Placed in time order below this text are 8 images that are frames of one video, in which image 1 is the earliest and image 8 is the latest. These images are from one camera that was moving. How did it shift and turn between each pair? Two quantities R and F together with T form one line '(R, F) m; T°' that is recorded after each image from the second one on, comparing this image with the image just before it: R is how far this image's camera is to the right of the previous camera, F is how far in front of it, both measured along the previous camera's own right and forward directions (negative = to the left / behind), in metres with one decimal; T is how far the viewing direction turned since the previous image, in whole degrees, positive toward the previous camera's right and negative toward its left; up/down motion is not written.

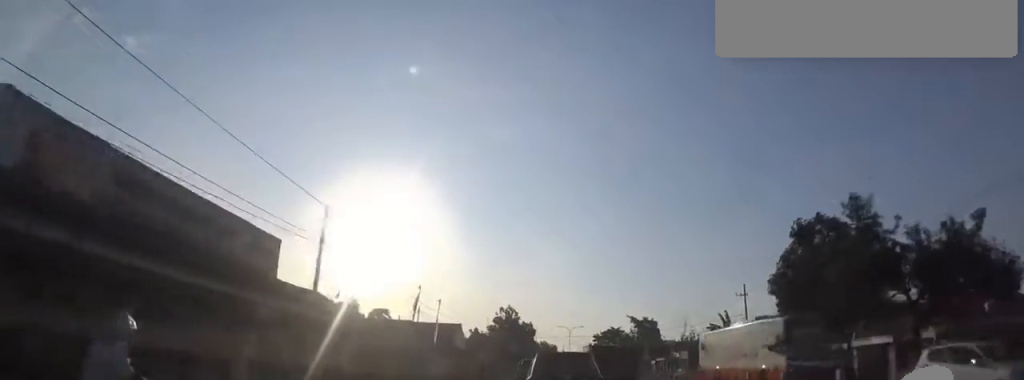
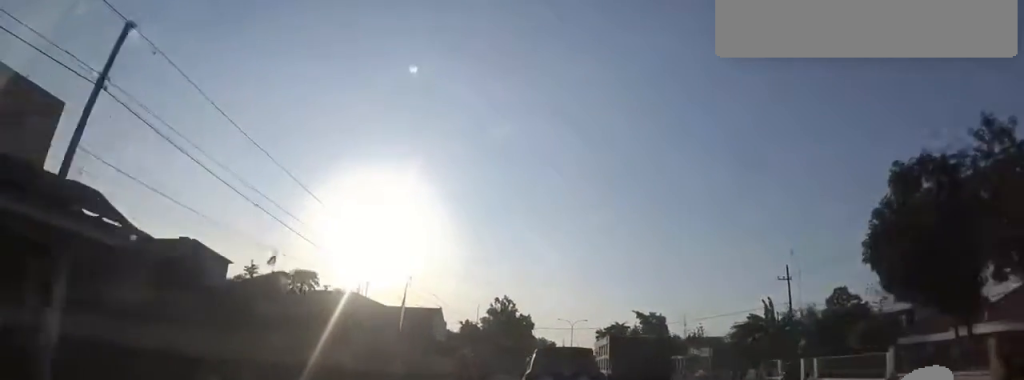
(+0.9, +10.6) m; 0°
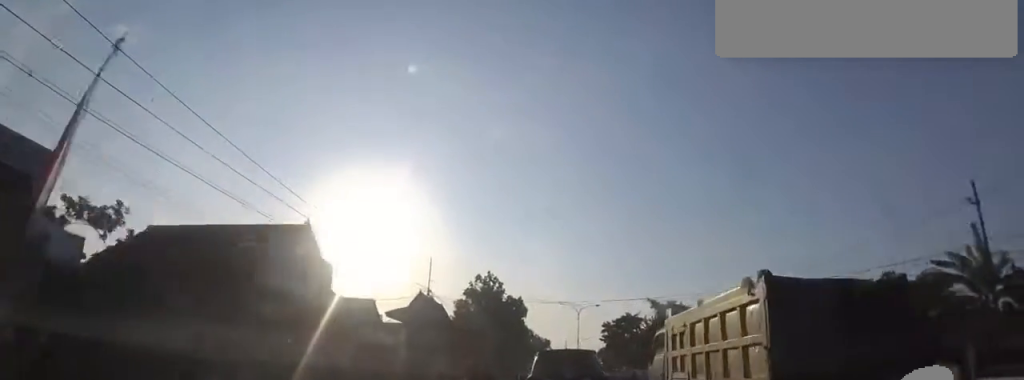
(-0.5, +24.0) m; +3°
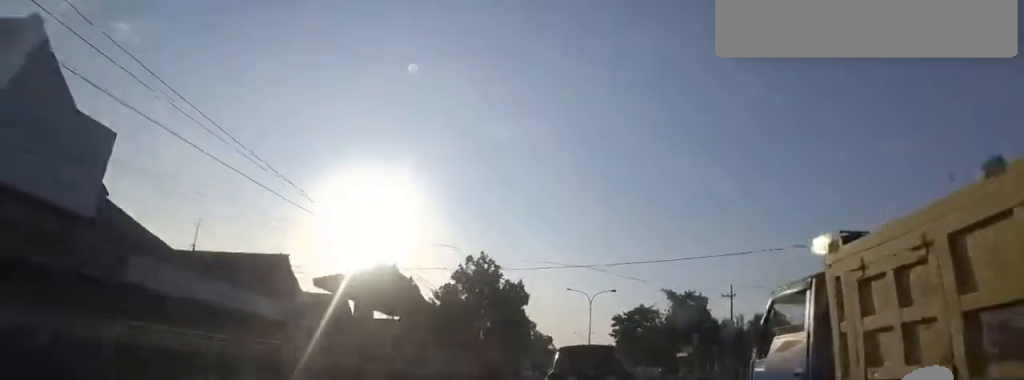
(+0.4, +11.5) m; +2°
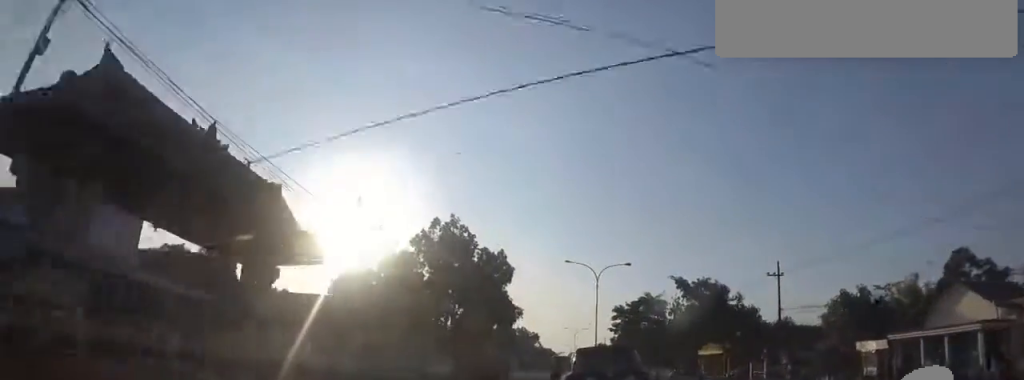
(0.0, +15.7) m; 0°
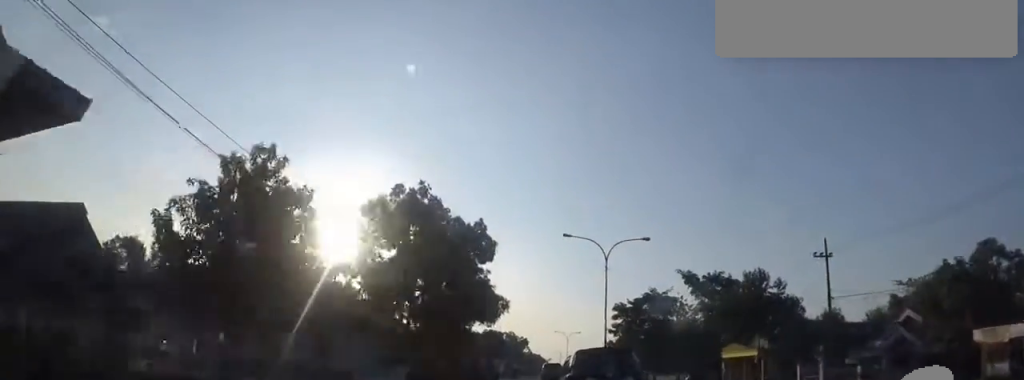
(0.0, +10.2) m; 0°
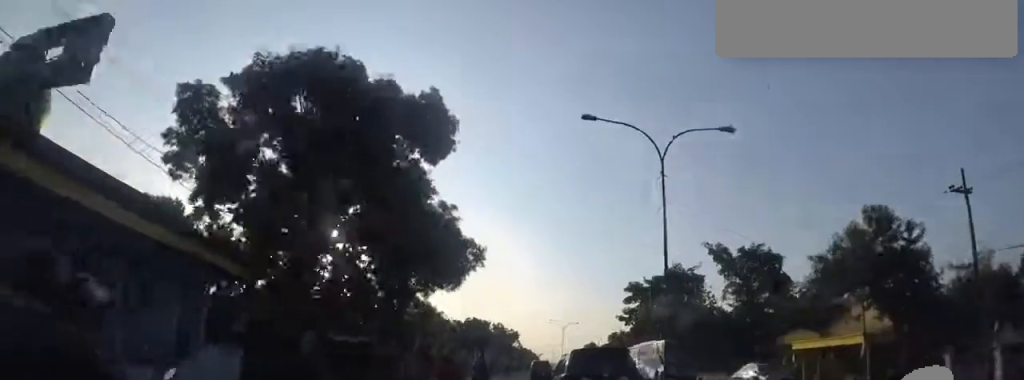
(0.0, +15.0) m; 0°
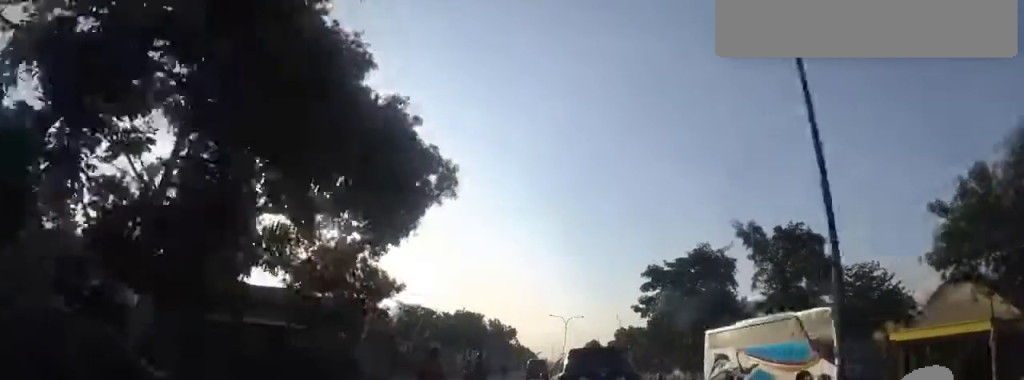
(0.0, +8.8) m; 0°
